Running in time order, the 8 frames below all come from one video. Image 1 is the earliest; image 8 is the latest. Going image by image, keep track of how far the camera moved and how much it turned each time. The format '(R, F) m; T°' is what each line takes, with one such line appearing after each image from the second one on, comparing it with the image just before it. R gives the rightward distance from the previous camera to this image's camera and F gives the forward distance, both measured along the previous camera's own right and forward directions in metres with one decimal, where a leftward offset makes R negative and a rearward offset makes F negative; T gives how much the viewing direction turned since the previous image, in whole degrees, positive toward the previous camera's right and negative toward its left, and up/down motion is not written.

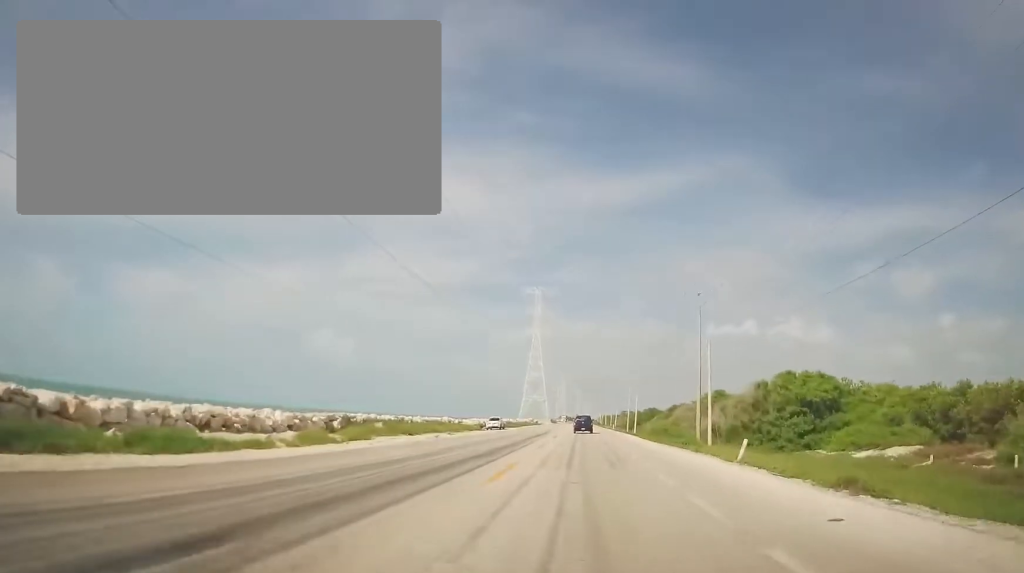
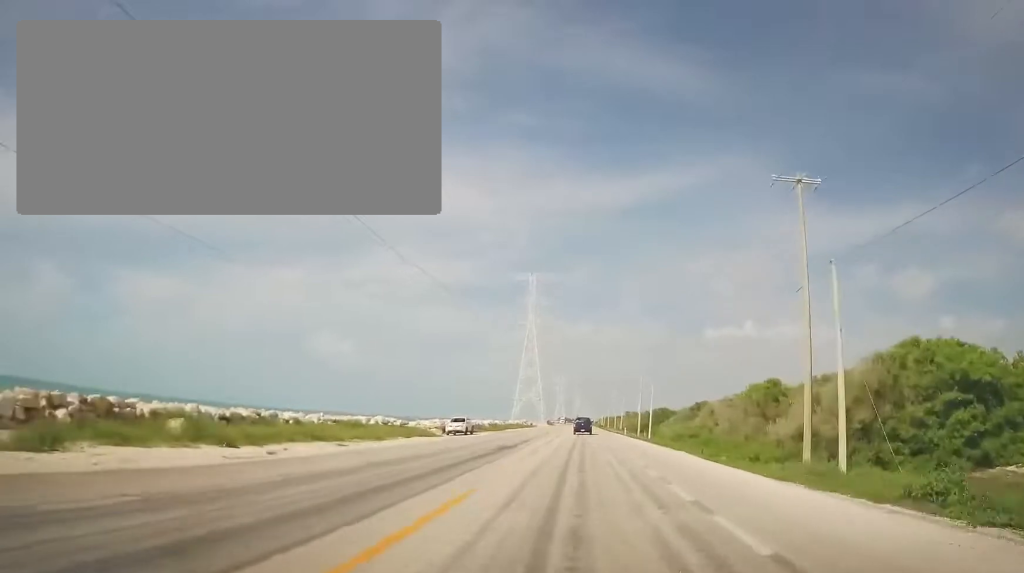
(0.0, +22.2) m; 0°
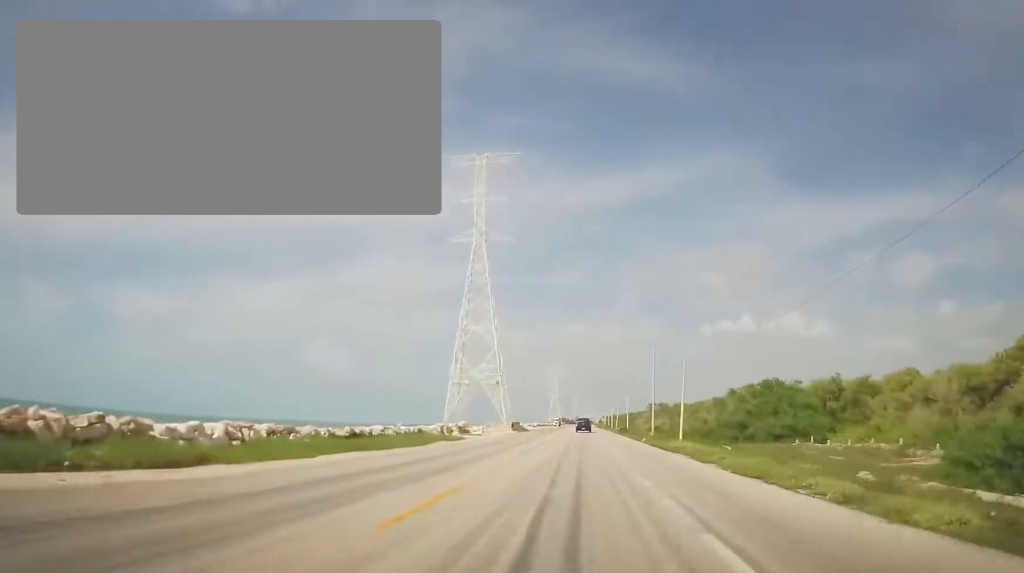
(-0.2, +87.5) m; -1°
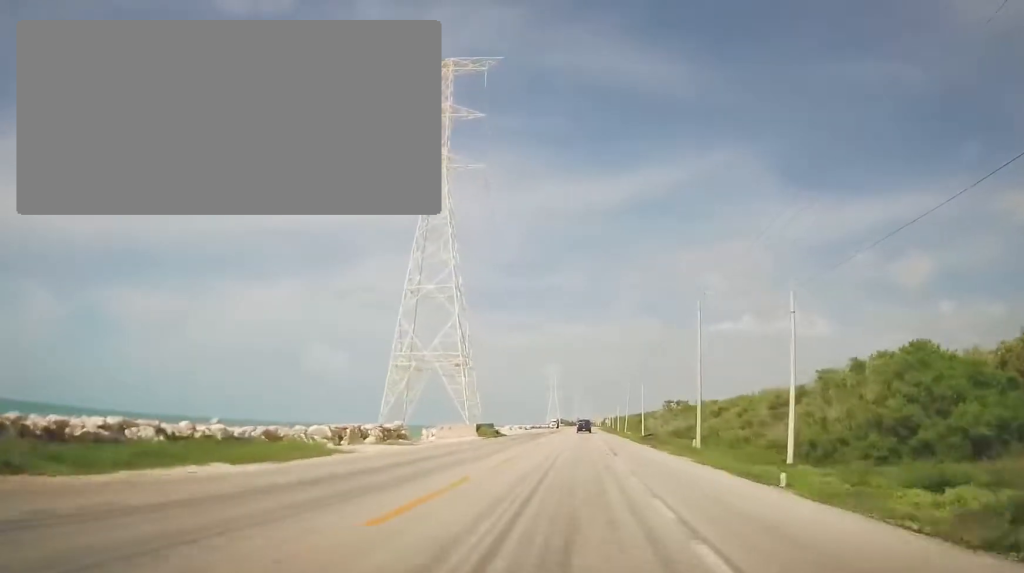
(-0.2, +29.4) m; 0°
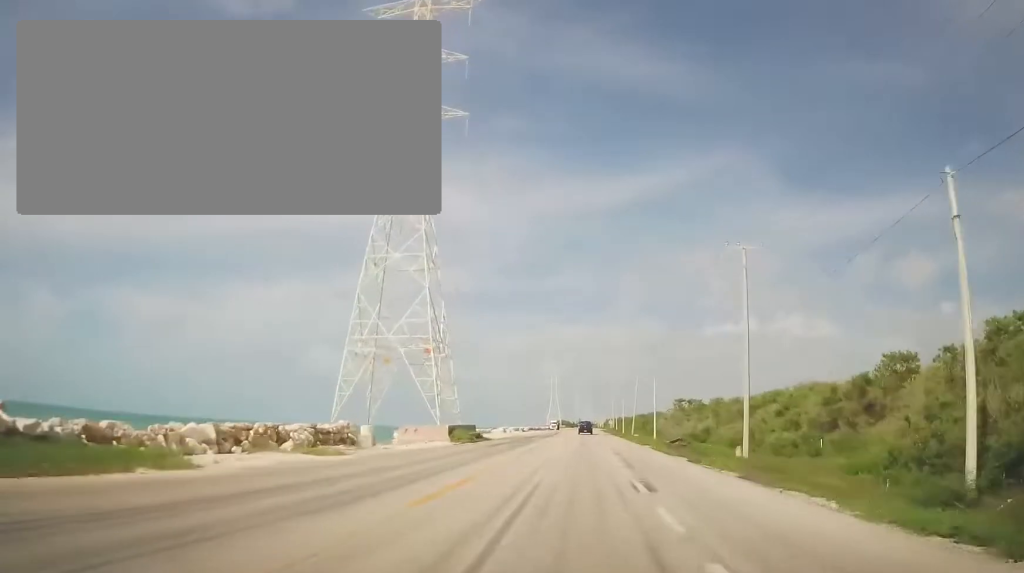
(+0.2, +12.9) m; 0°
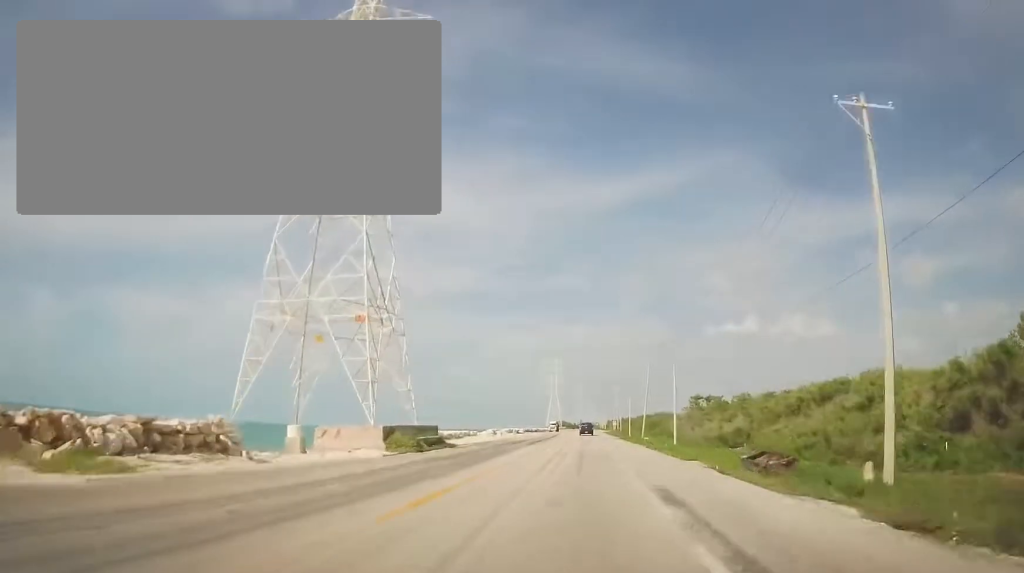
(+0.2, +15.7) m; 0°
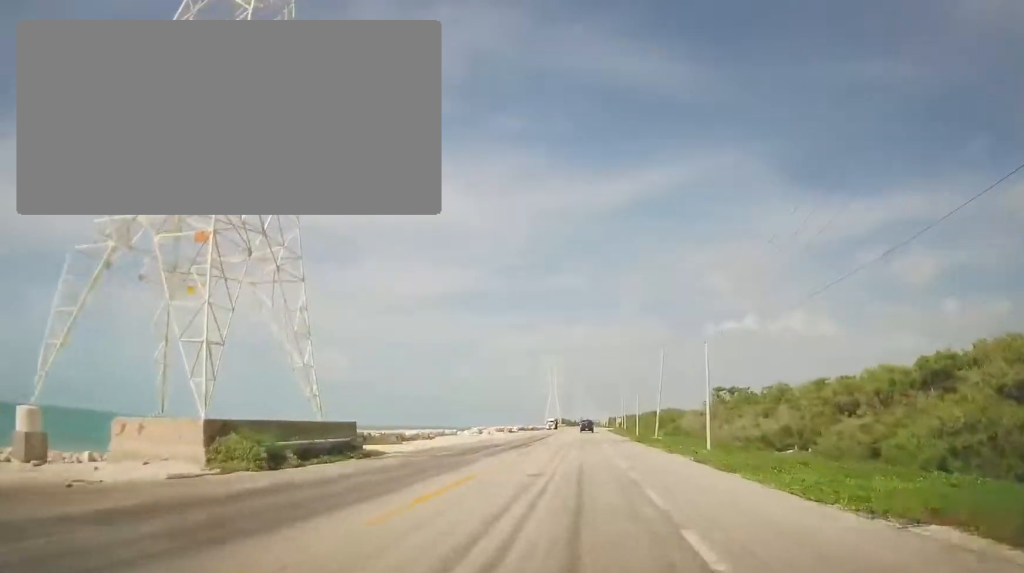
(-0.1, +15.8) m; -1°
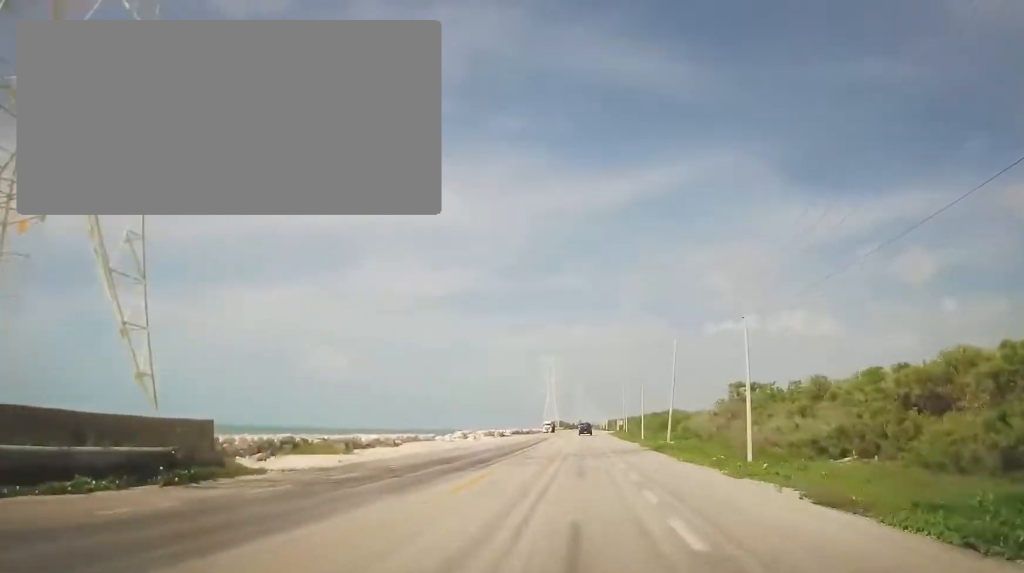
(0.0, +11.3) m; 0°
